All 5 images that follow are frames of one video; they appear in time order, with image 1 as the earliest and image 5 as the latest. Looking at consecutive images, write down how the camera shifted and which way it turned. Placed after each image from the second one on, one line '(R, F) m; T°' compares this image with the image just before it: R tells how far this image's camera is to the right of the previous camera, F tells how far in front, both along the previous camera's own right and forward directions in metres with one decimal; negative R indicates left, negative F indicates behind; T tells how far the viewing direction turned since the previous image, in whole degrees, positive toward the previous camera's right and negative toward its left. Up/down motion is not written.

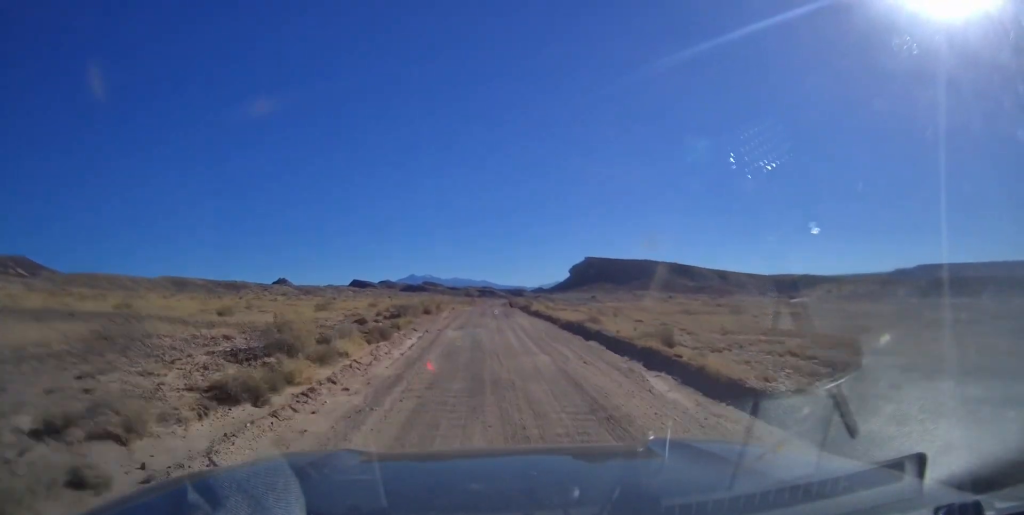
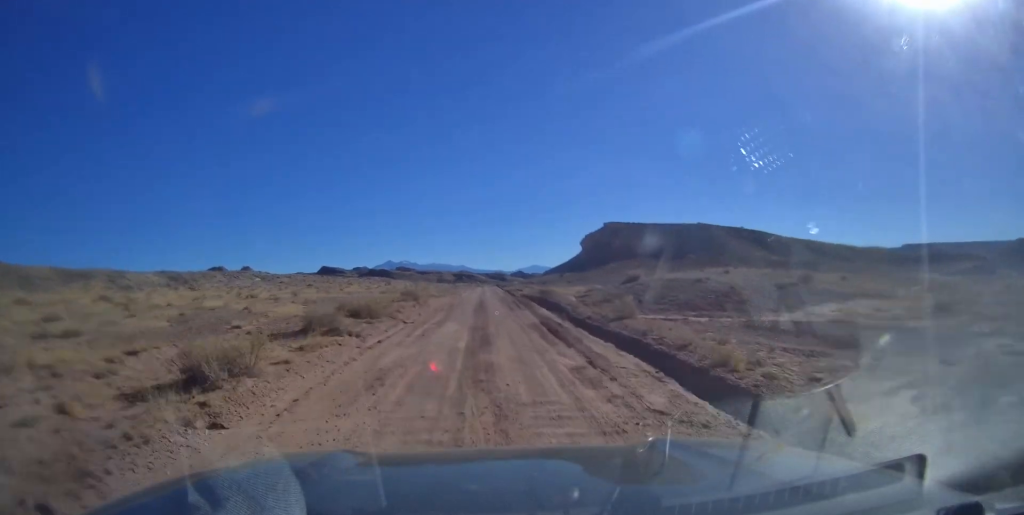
(+5.6, +75.3) m; +7°
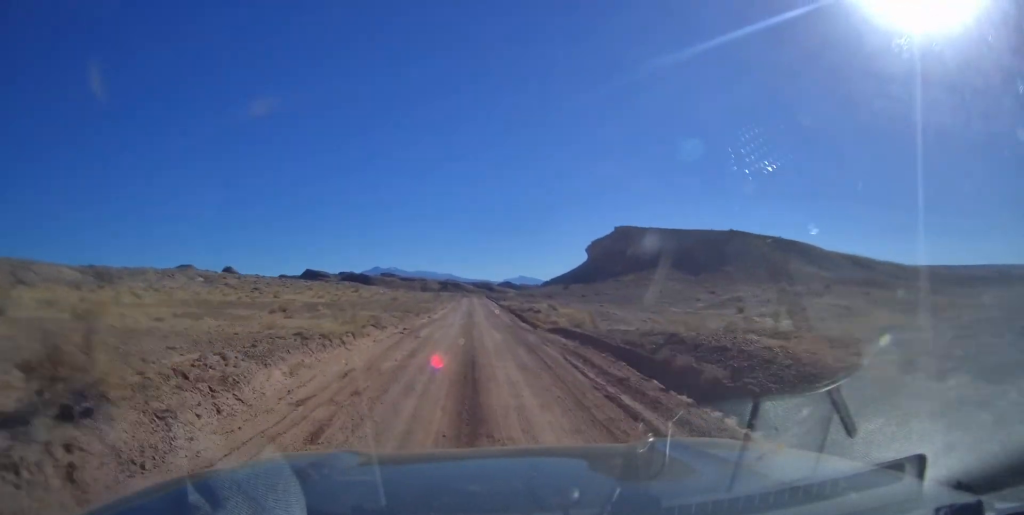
(+0.7, +26.2) m; +1°
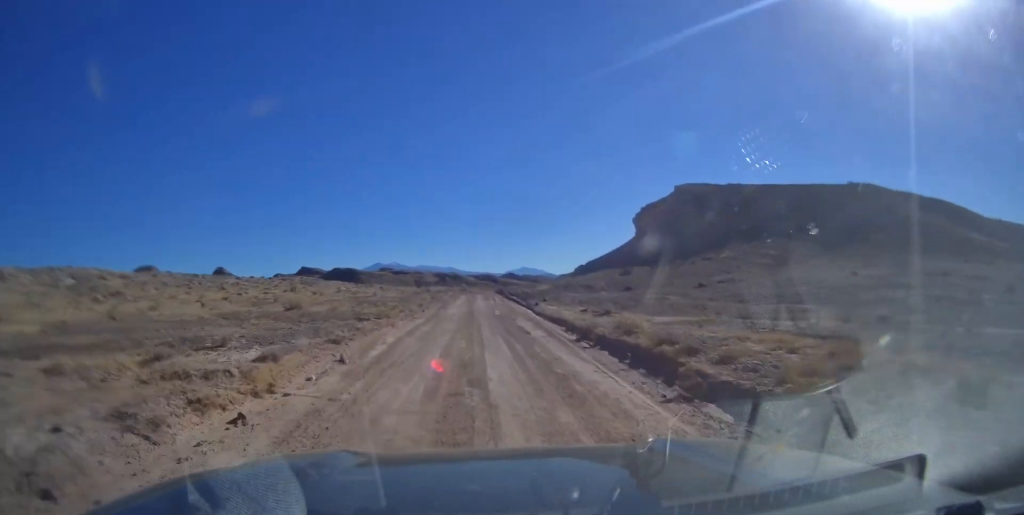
(-0.1, +46.0) m; 0°
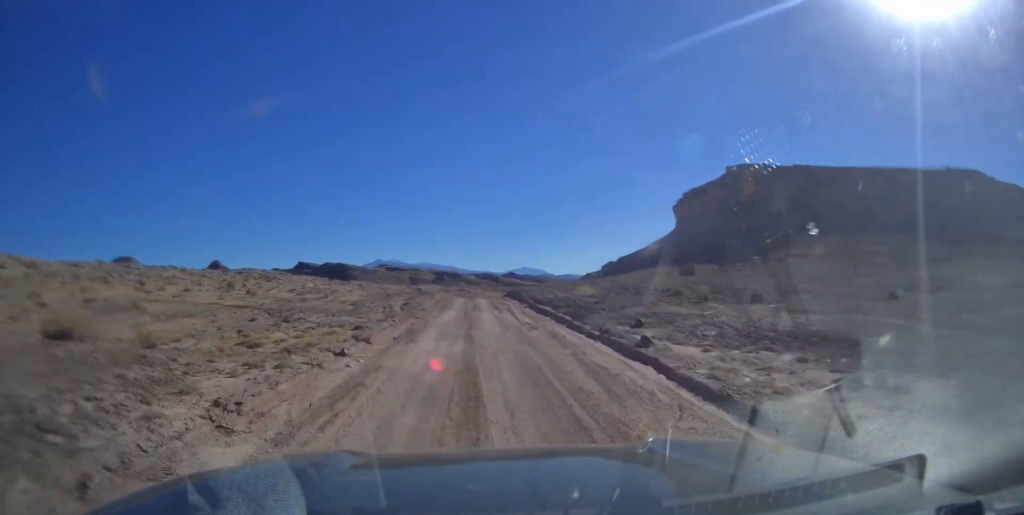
(+0.1, +21.9) m; 0°
